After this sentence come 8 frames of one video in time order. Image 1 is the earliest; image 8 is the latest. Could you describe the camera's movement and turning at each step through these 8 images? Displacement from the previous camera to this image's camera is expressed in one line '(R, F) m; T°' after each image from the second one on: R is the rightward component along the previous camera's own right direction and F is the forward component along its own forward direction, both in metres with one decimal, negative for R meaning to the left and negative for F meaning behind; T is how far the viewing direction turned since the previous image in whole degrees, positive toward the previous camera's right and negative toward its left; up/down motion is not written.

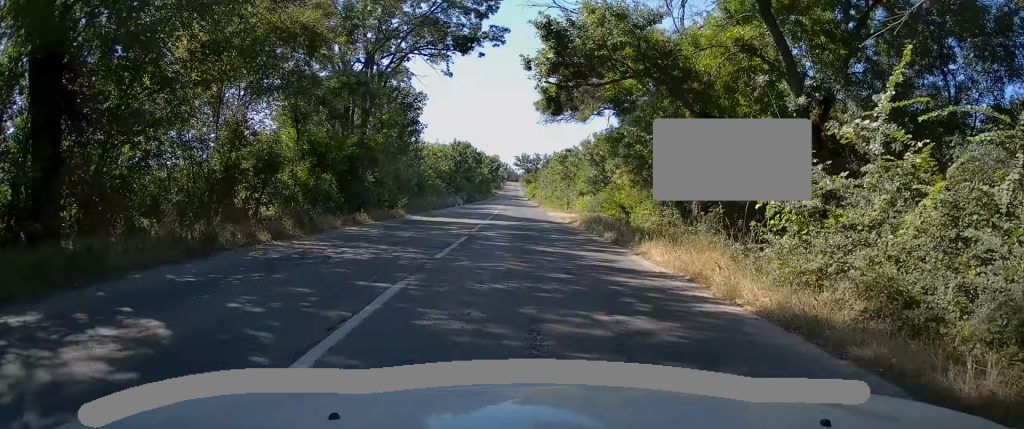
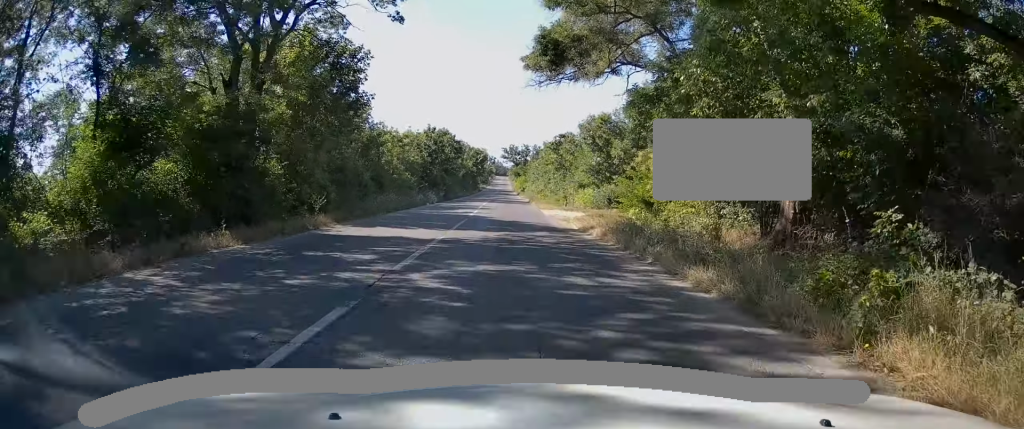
(-0.2, +10.7) m; 0°
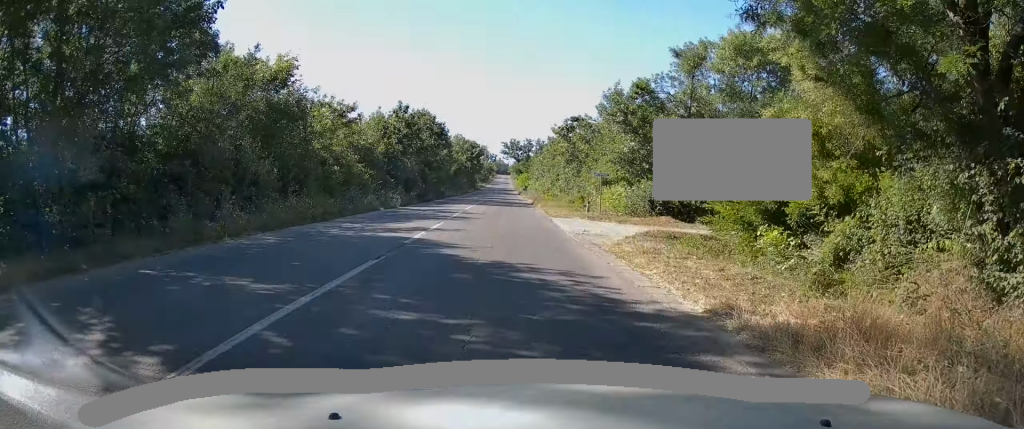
(+0.1, +14.7) m; 0°
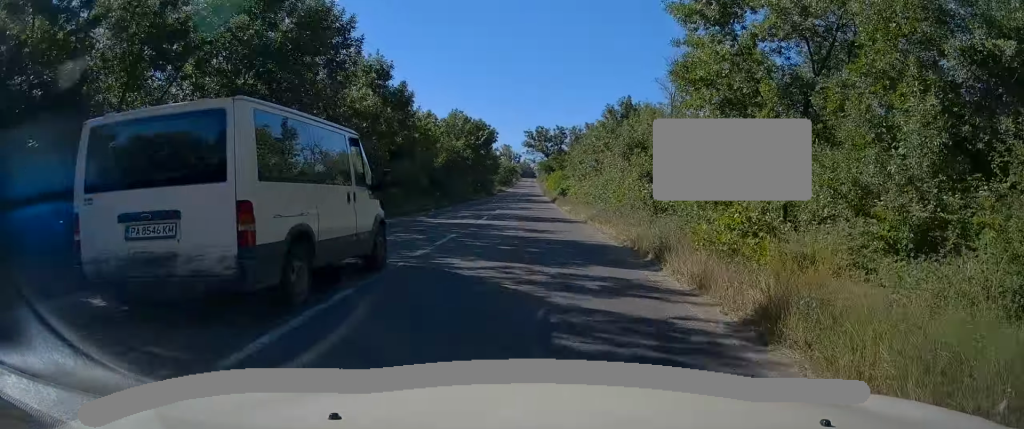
(-0.6, +36.3) m; -2°
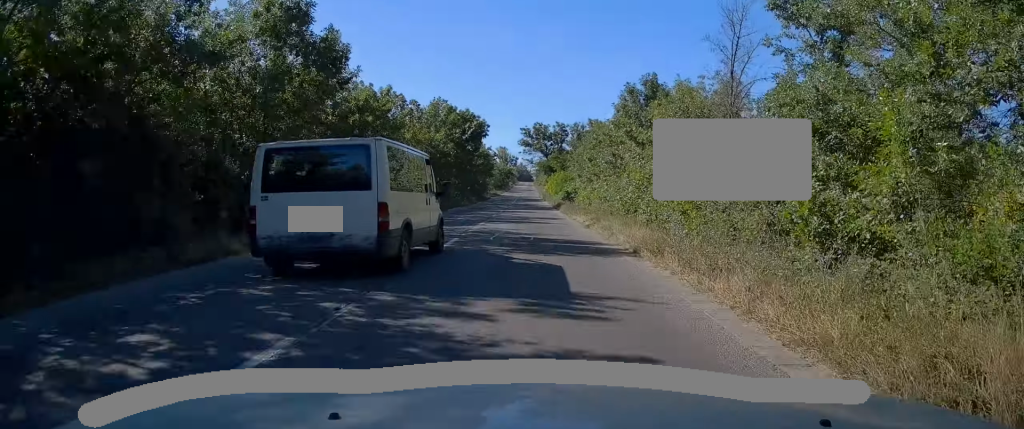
(0.0, +11.2) m; 0°
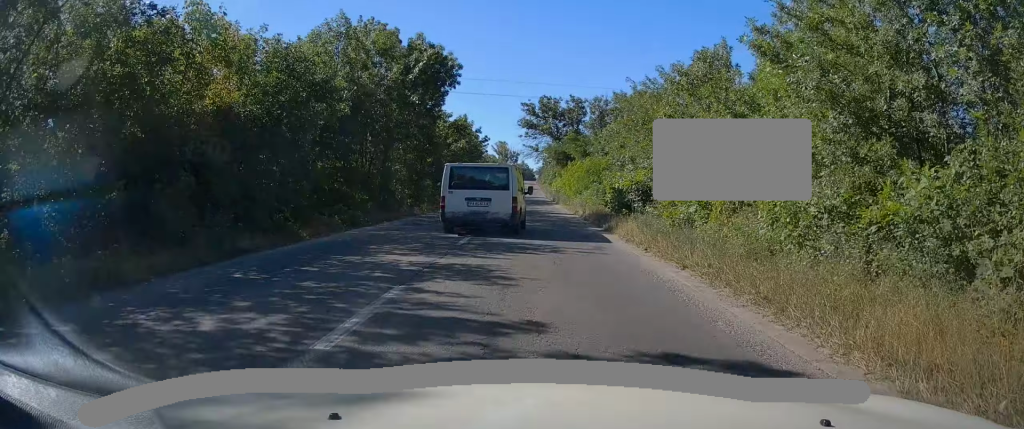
(0.0, +26.7) m; 0°
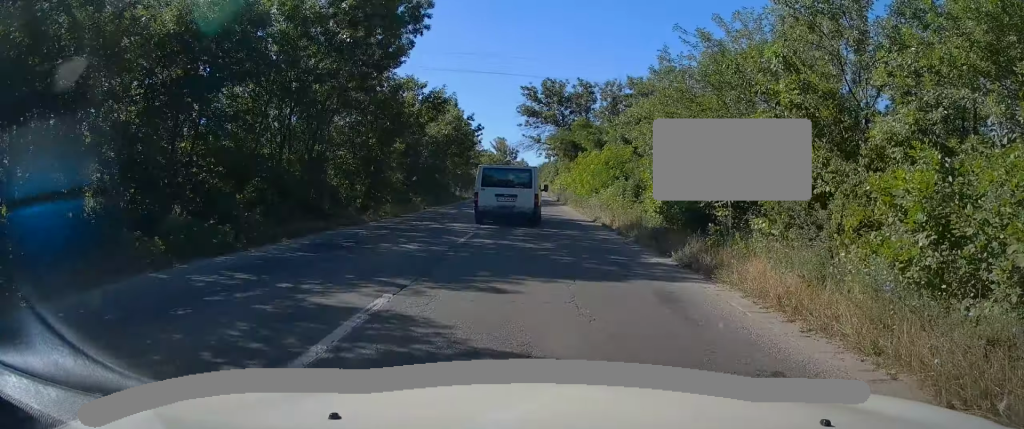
(+0.1, +10.1) m; 0°
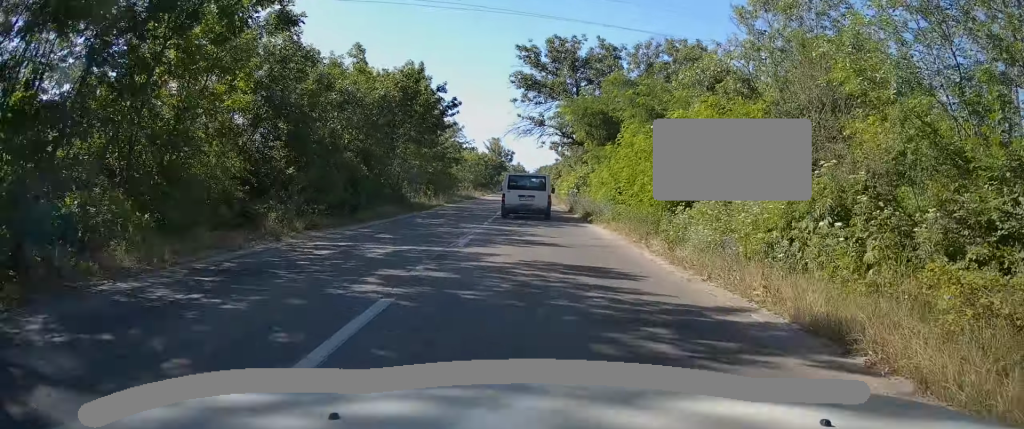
(0.0, +19.0) m; 0°
